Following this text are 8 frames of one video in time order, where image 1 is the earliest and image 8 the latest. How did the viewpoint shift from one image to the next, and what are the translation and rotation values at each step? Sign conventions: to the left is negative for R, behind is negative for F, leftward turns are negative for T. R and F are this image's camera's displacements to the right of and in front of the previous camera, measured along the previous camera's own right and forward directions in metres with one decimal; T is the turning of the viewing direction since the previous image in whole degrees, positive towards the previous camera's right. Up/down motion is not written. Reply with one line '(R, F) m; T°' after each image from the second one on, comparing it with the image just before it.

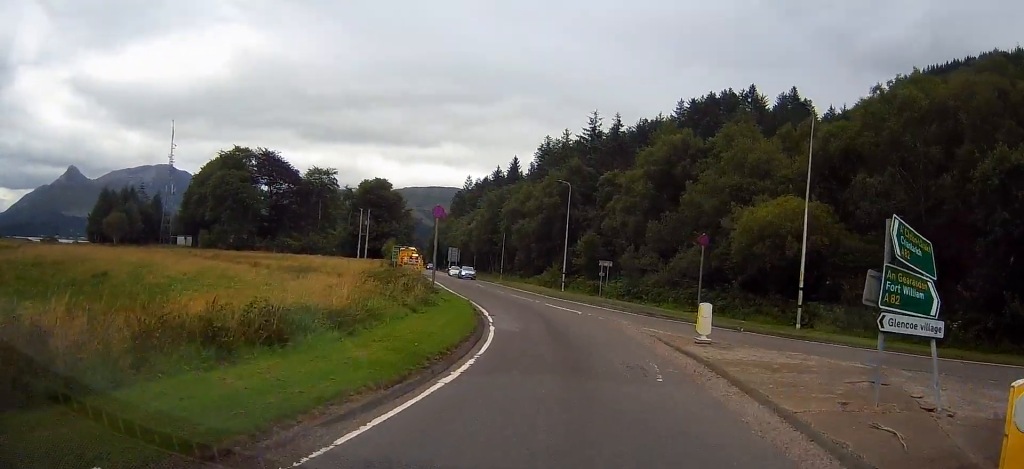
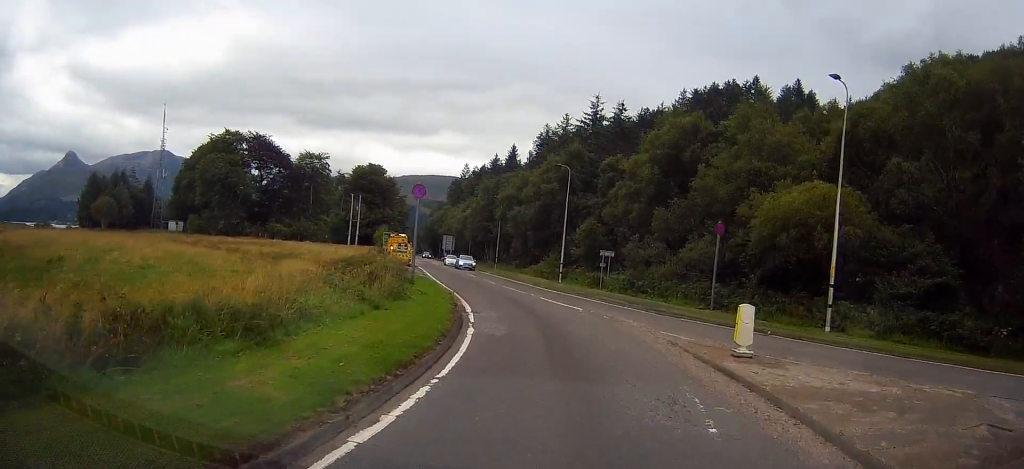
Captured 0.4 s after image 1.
(+0.2, +3.8) m; 0°
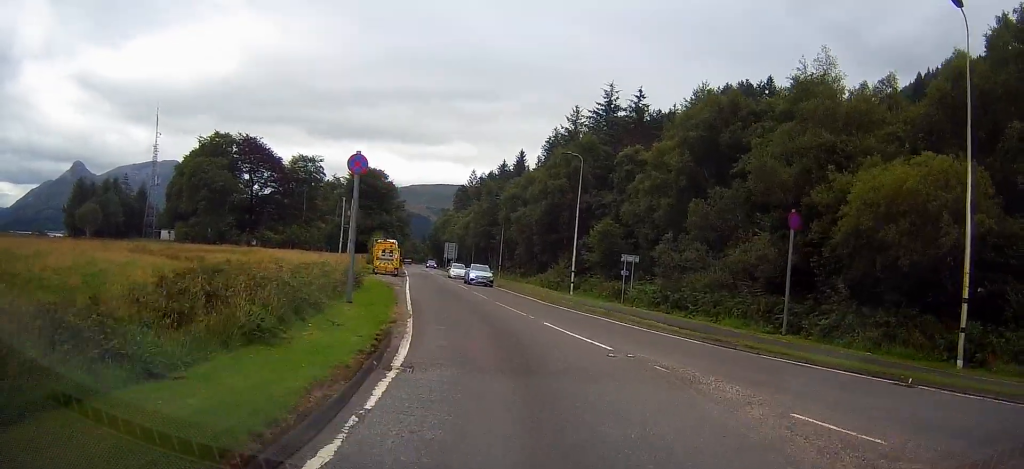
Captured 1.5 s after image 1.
(-0.4, +9.5) m; -5°
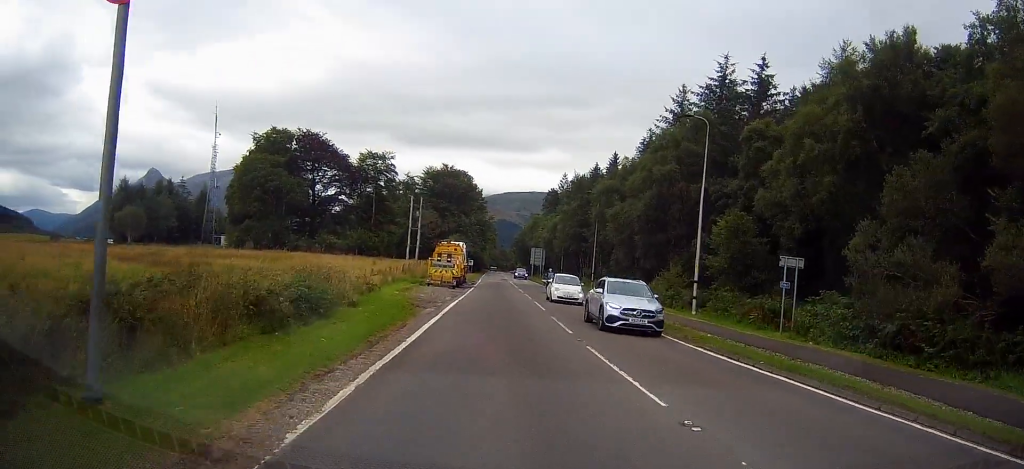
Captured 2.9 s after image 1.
(-0.7, +13.8) m; -5°
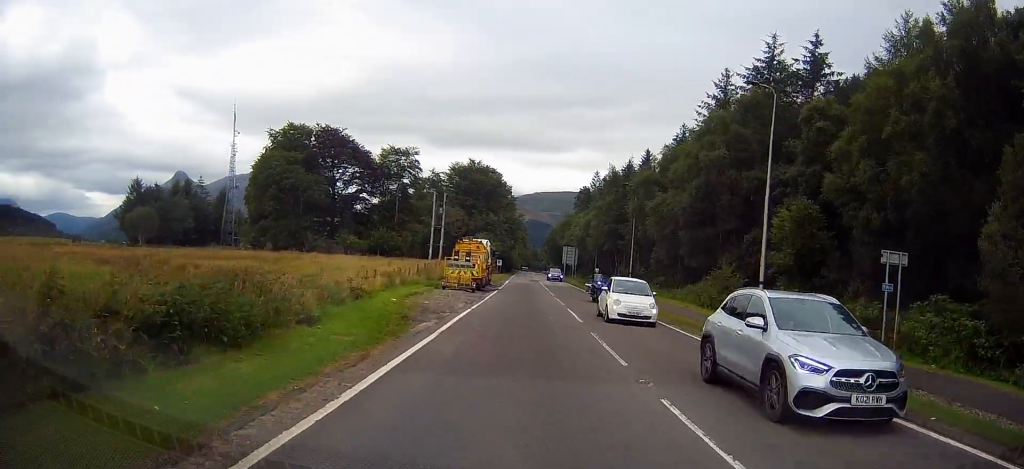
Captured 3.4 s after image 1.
(0.0, +5.8) m; -2°
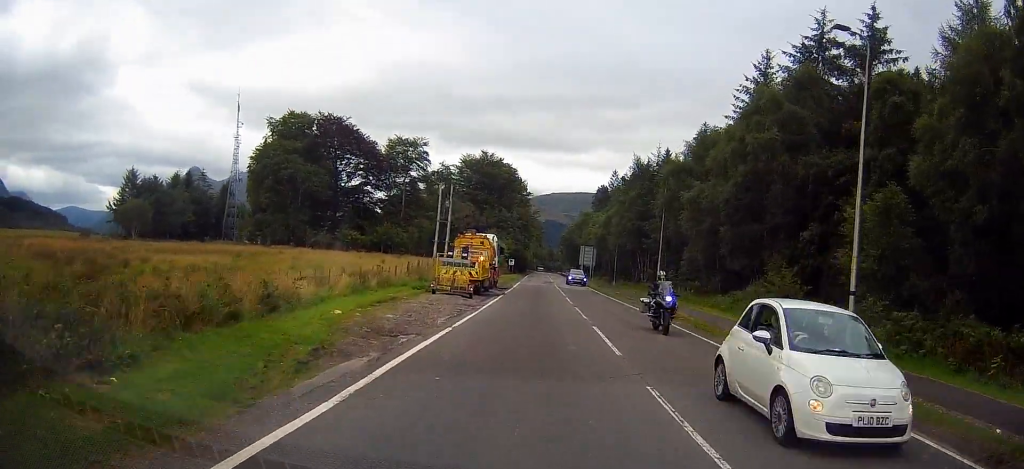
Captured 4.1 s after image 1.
(-0.3, +7.6) m; -2°
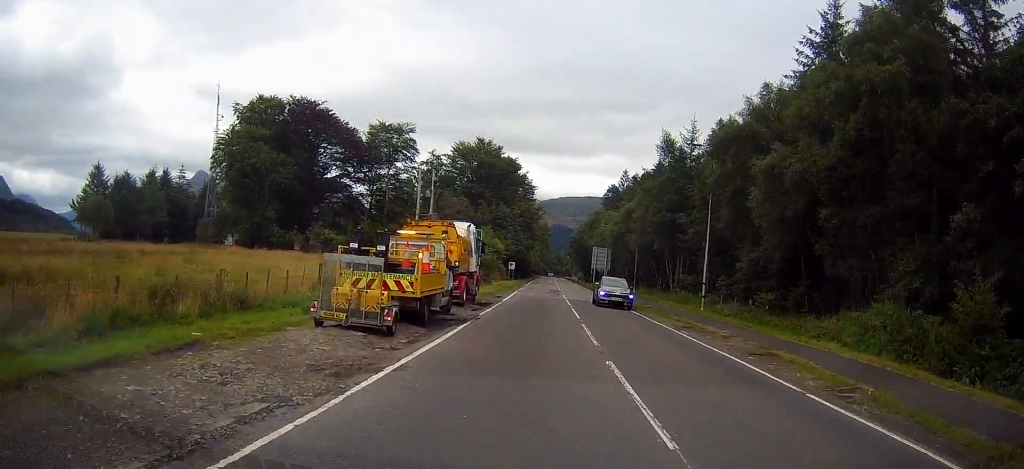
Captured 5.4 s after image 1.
(-0.2, +14.8) m; -2°
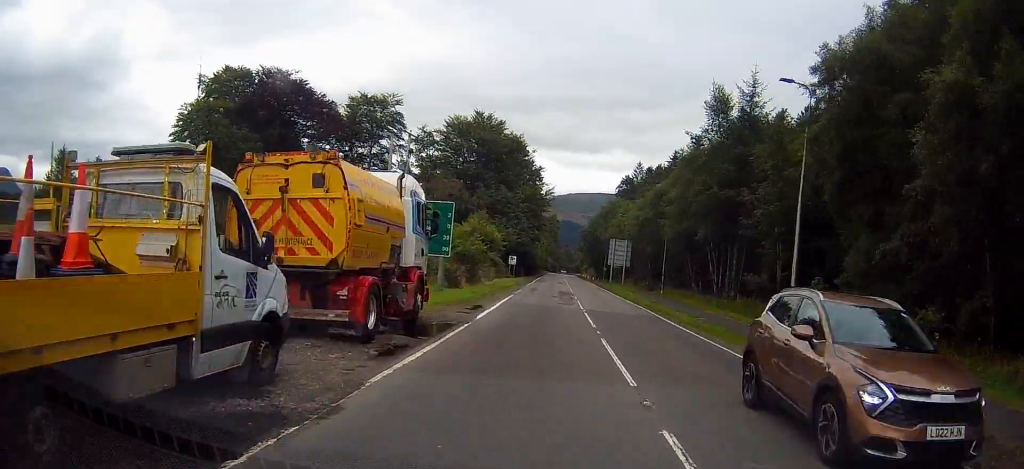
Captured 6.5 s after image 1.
(-0.3, +14.0) m; 0°
